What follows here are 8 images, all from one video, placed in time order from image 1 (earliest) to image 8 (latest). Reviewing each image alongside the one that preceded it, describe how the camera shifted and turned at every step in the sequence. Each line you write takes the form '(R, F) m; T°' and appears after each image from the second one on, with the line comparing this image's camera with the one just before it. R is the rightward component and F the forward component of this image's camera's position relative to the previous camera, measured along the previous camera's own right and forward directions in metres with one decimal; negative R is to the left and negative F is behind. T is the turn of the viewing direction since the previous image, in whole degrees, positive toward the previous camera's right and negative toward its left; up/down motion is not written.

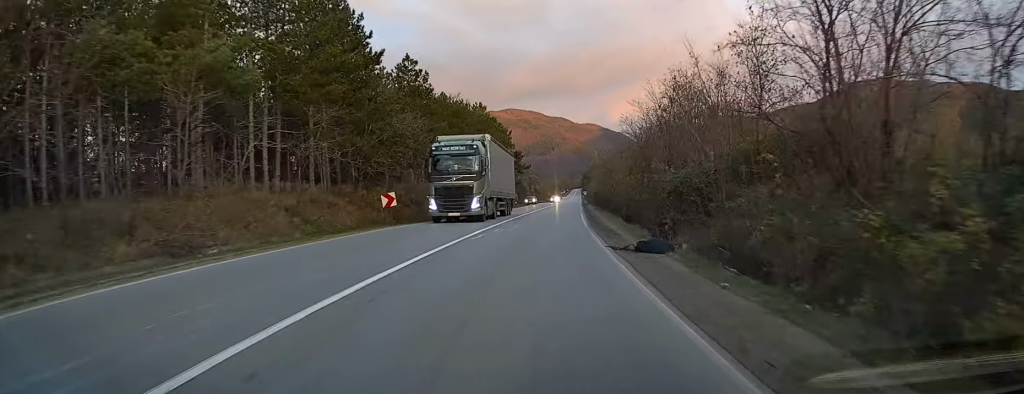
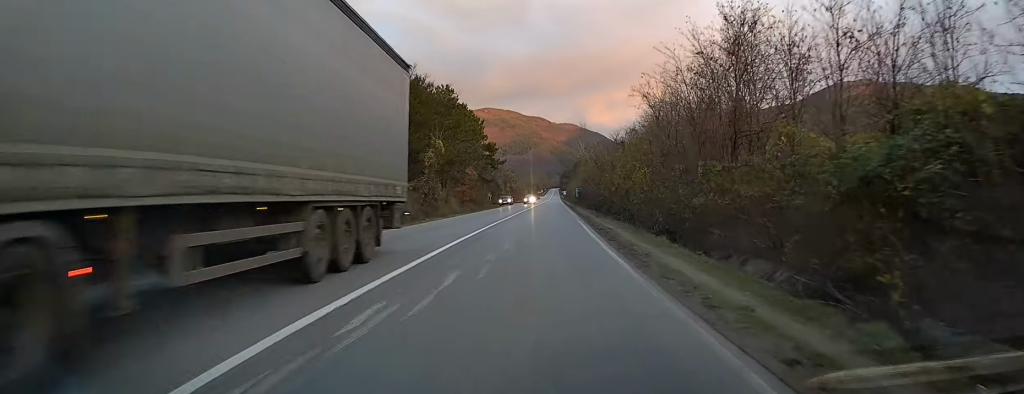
(+0.3, +16.4) m; +2°
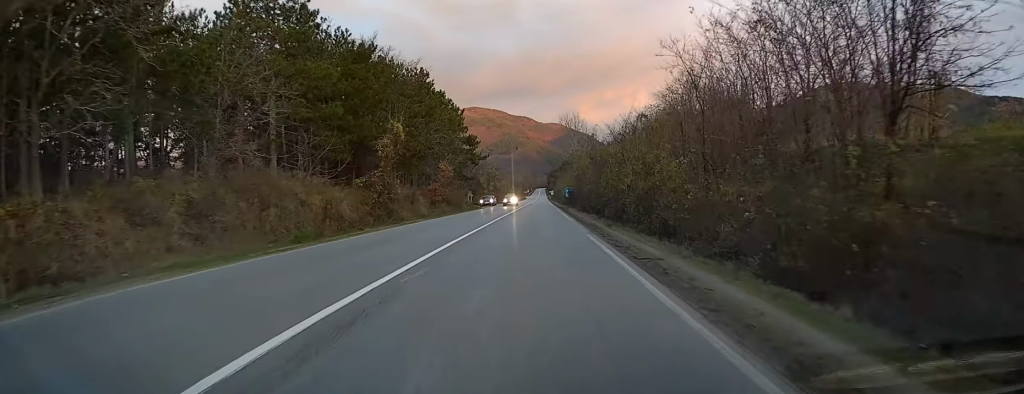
(+0.2, +11.6) m; 0°
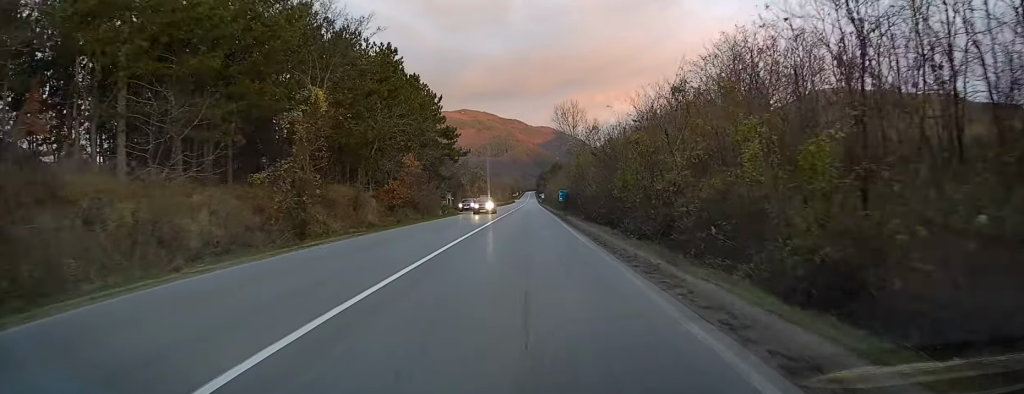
(0.0, +13.9) m; 0°
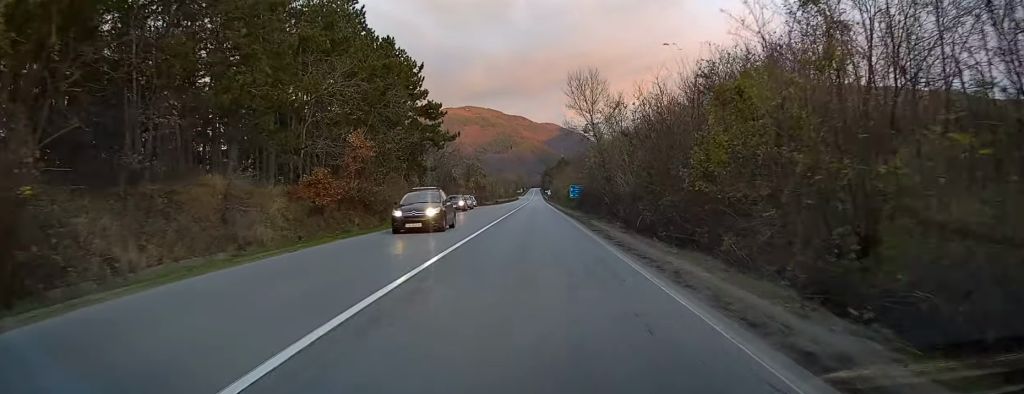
(0.0, +16.5) m; +1°
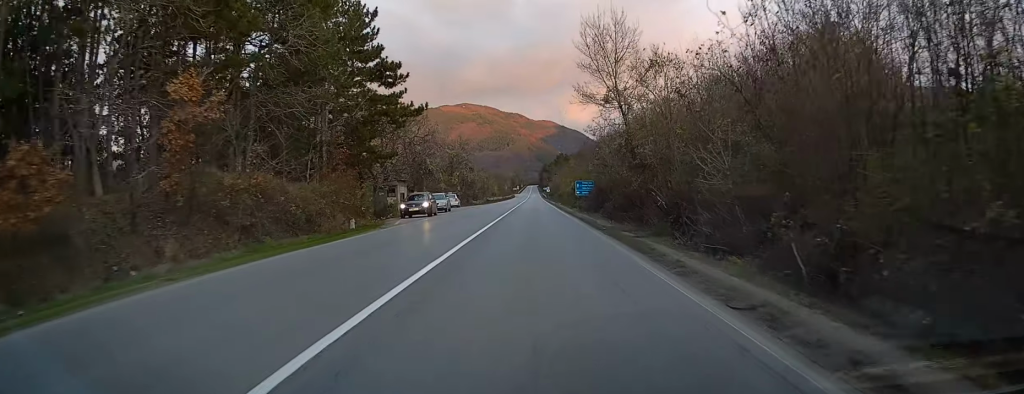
(+0.2, +17.2) m; +1°
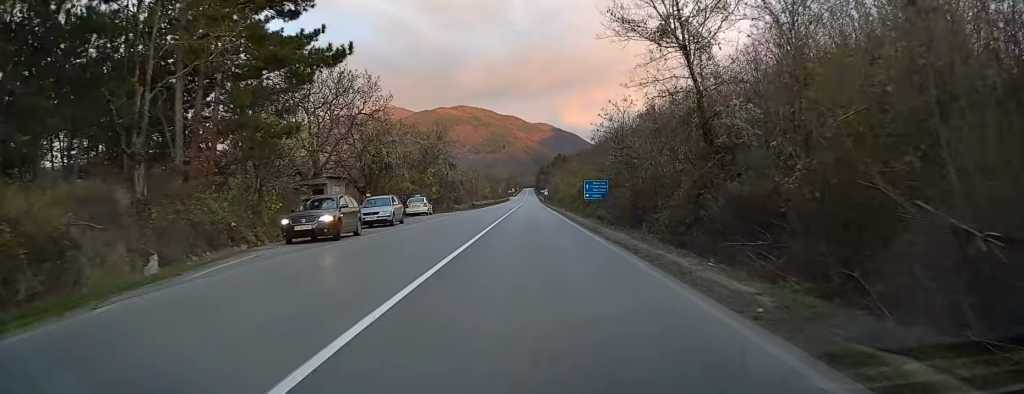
(-0.1, +17.8) m; -1°
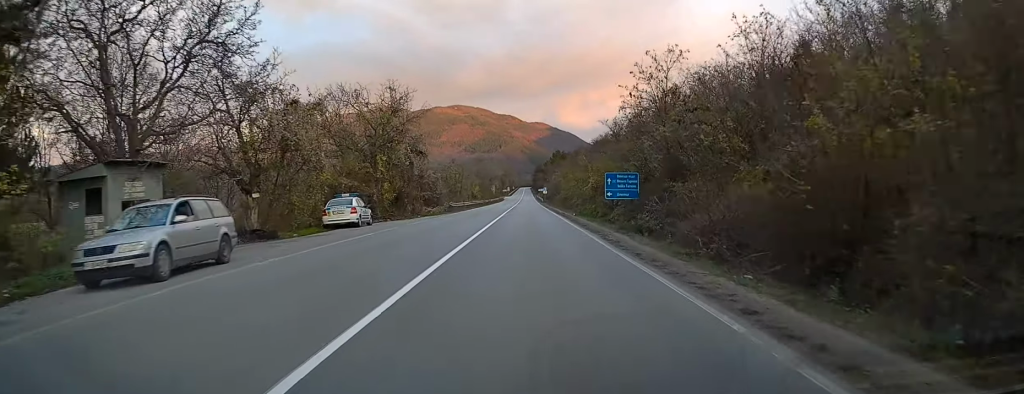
(+0.1, +19.3) m; +1°
